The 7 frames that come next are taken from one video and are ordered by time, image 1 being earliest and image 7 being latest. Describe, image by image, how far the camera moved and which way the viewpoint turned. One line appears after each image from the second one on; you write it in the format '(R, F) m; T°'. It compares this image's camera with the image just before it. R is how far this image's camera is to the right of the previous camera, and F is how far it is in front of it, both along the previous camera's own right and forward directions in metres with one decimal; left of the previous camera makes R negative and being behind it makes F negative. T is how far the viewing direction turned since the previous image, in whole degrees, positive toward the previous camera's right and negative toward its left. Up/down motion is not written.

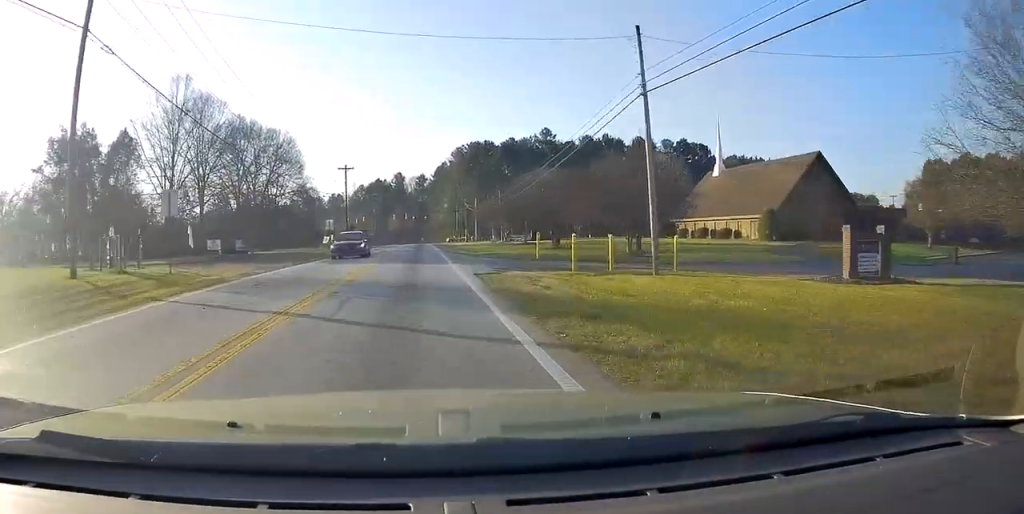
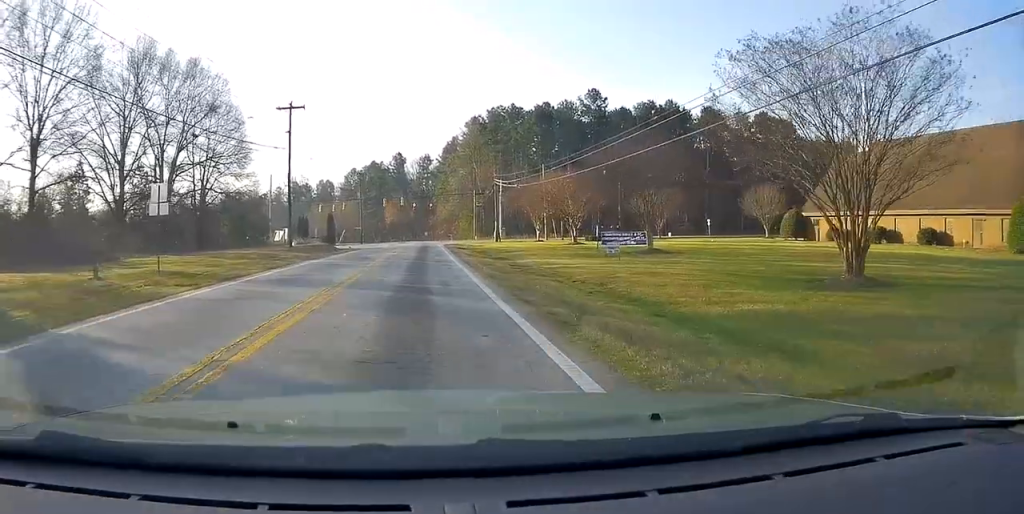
(+1.0, +40.0) m; +2°
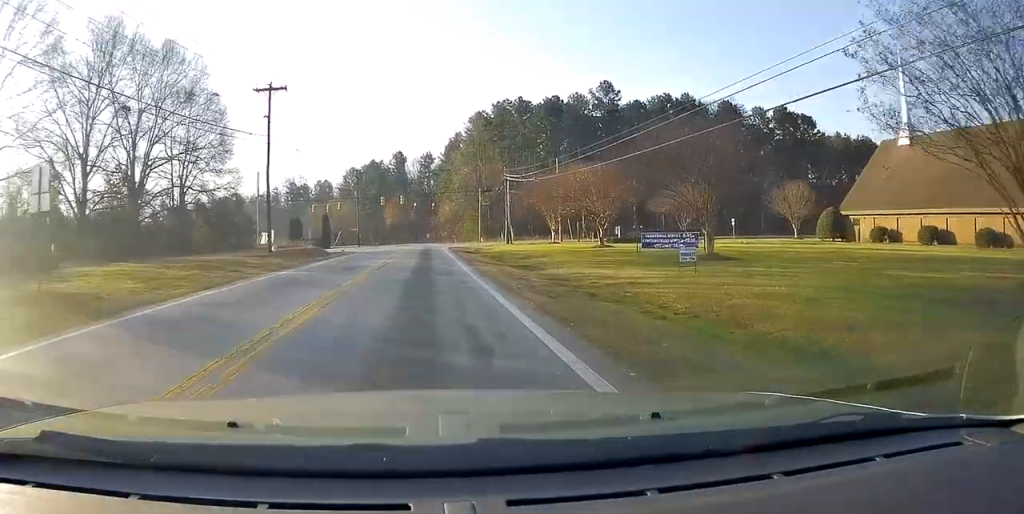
(+0.2, +7.2) m; 0°
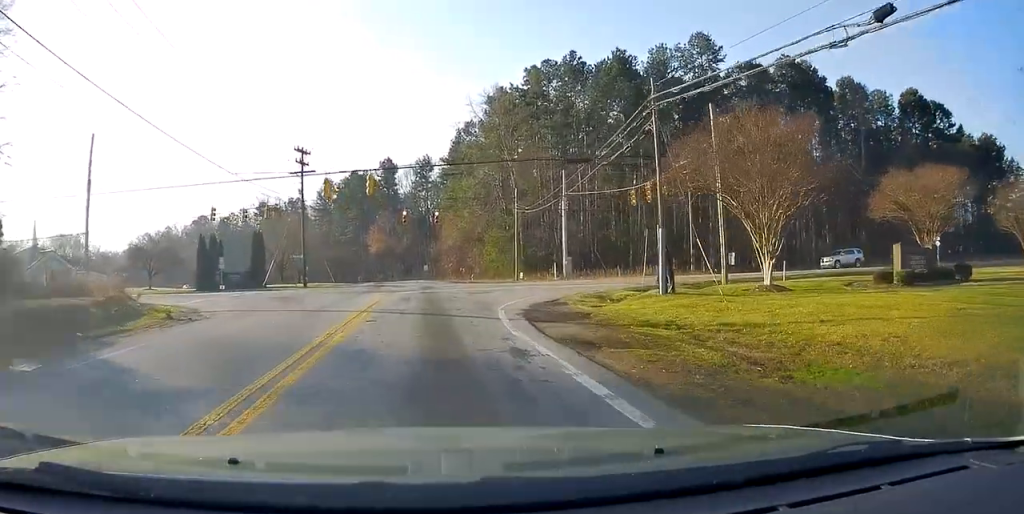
(-1.4, +41.2) m; -3°
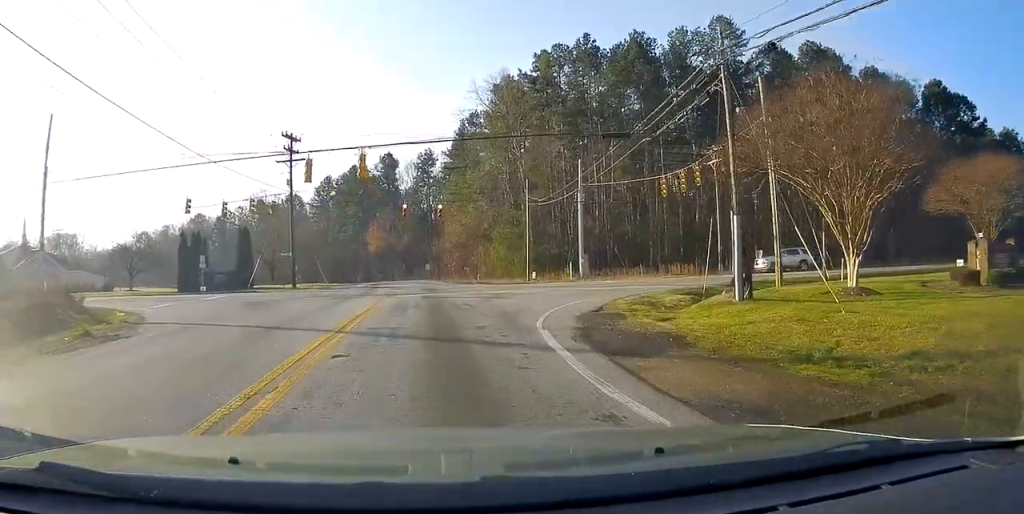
(0.0, +5.4) m; -1°
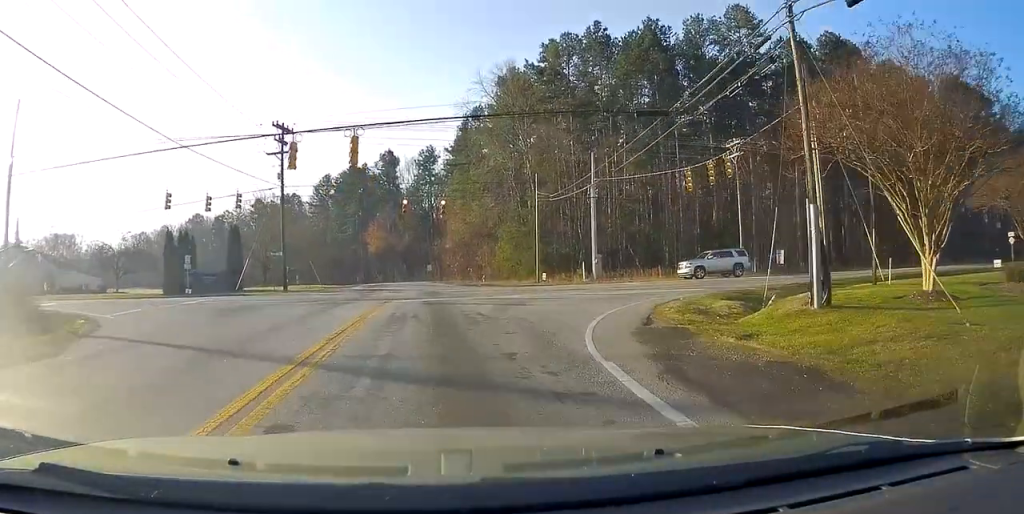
(0.0, +3.8) m; -2°
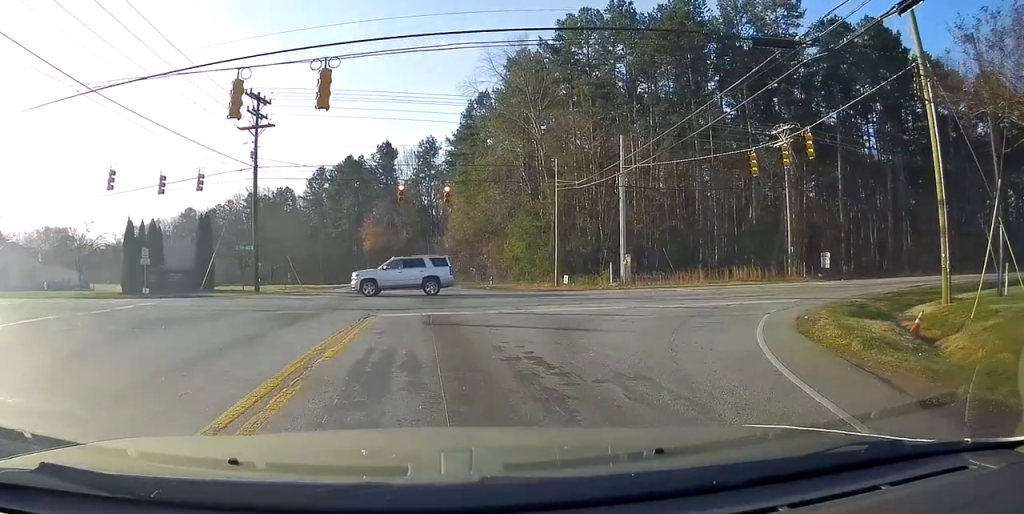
(-0.4, +8.0) m; +2°
